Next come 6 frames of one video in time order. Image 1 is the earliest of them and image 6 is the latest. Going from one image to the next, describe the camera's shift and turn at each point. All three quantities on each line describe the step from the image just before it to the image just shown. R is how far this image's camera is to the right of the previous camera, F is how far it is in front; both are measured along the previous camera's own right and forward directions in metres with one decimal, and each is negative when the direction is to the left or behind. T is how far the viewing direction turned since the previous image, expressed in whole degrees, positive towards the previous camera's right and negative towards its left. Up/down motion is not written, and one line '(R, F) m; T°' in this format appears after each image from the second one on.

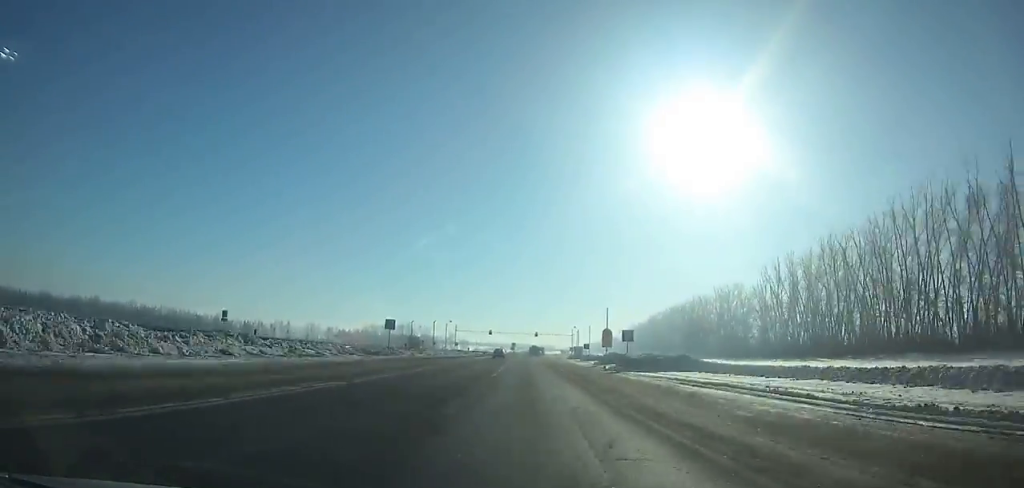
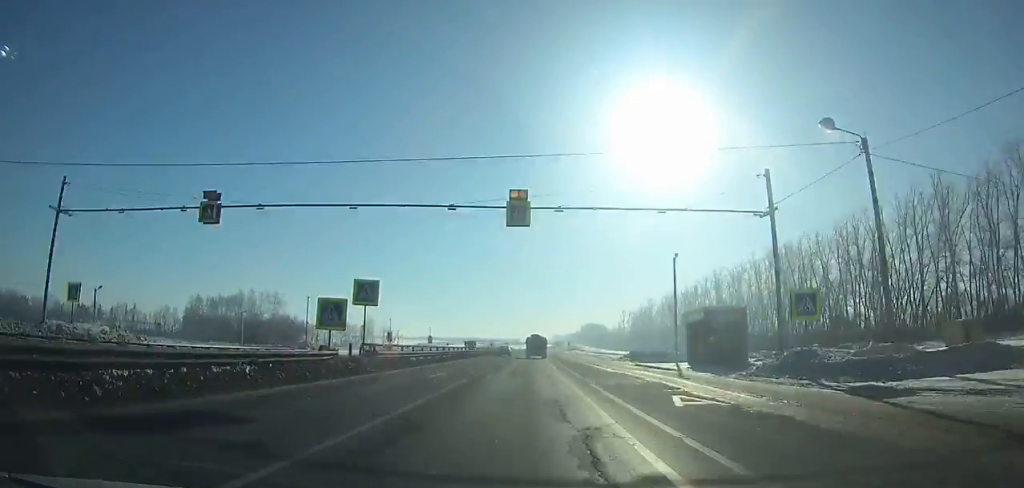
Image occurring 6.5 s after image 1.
(+3.2, +156.1) m; +3°
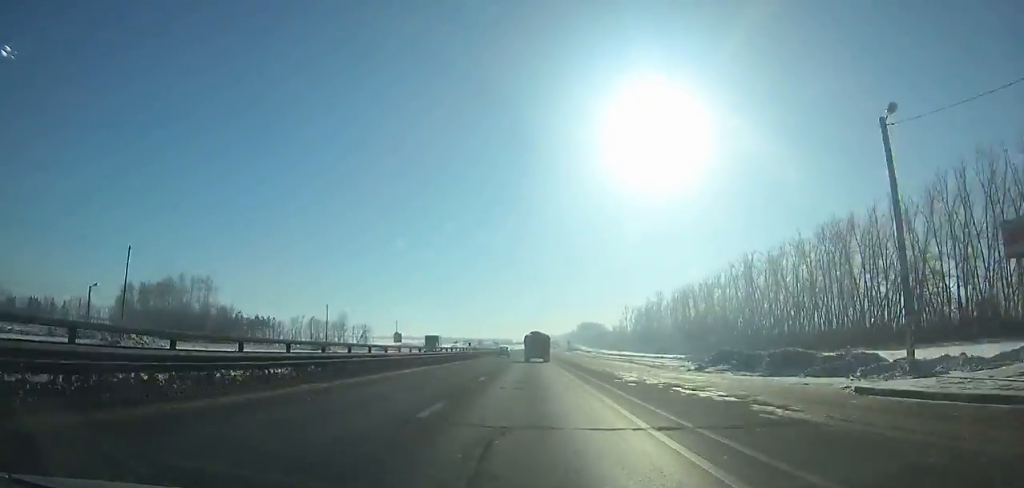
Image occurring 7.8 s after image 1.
(+0.4, +29.0) m; +1°
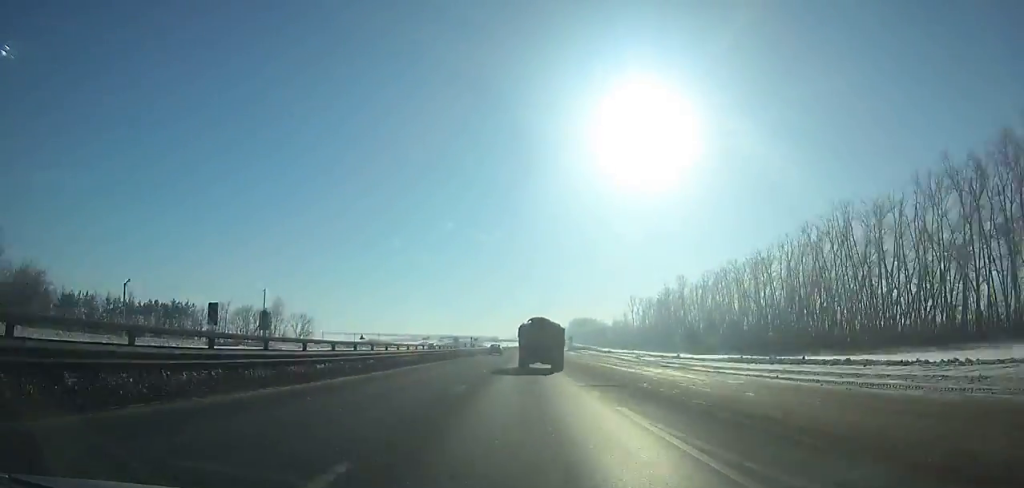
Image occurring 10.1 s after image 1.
(+0.5, +50.2) m; +1°
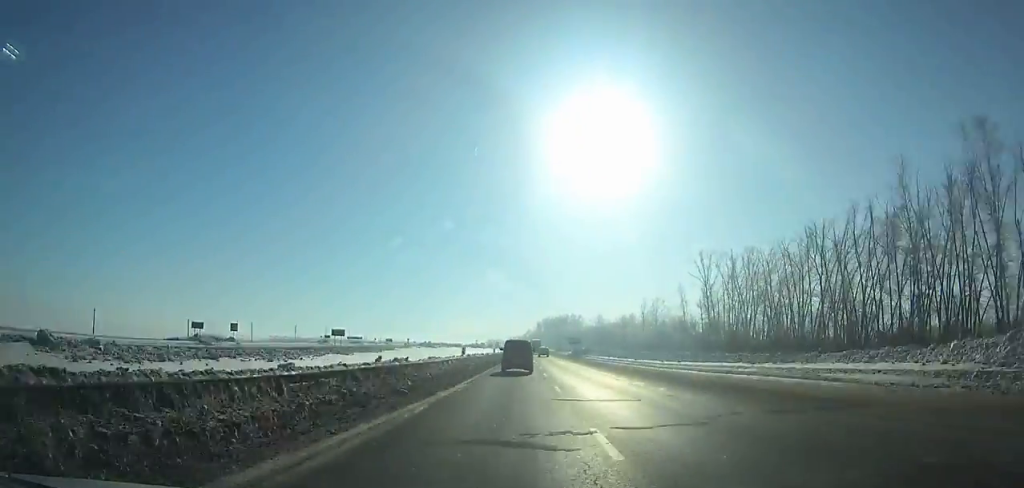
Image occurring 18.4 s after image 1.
(+1.8, +162.0) m; +3°
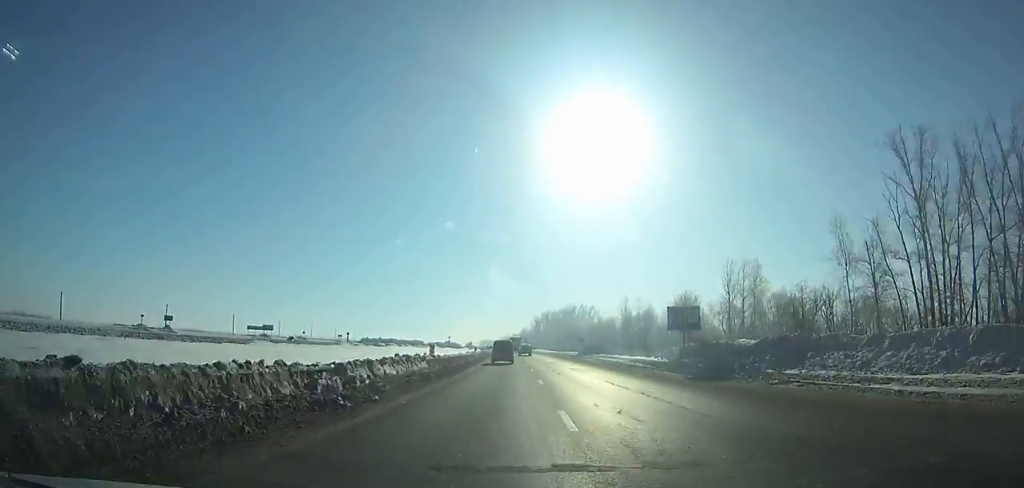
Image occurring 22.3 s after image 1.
(+0.9, +80.3) m; 0°
